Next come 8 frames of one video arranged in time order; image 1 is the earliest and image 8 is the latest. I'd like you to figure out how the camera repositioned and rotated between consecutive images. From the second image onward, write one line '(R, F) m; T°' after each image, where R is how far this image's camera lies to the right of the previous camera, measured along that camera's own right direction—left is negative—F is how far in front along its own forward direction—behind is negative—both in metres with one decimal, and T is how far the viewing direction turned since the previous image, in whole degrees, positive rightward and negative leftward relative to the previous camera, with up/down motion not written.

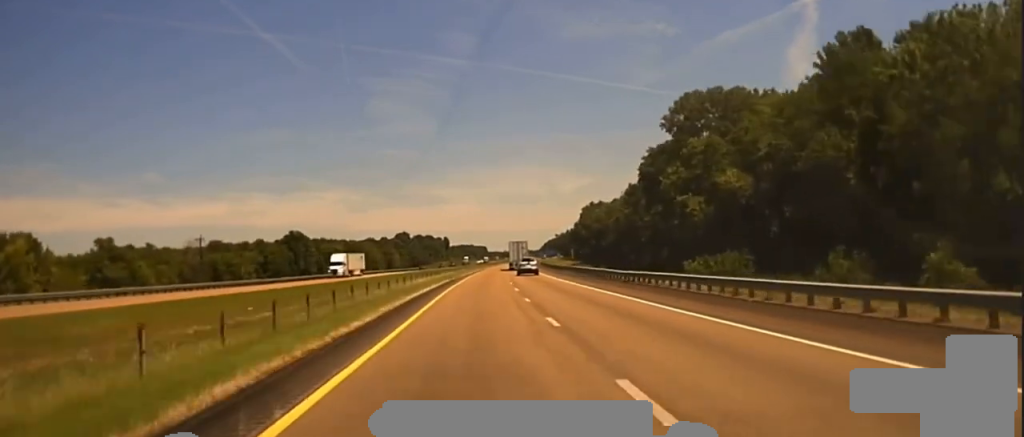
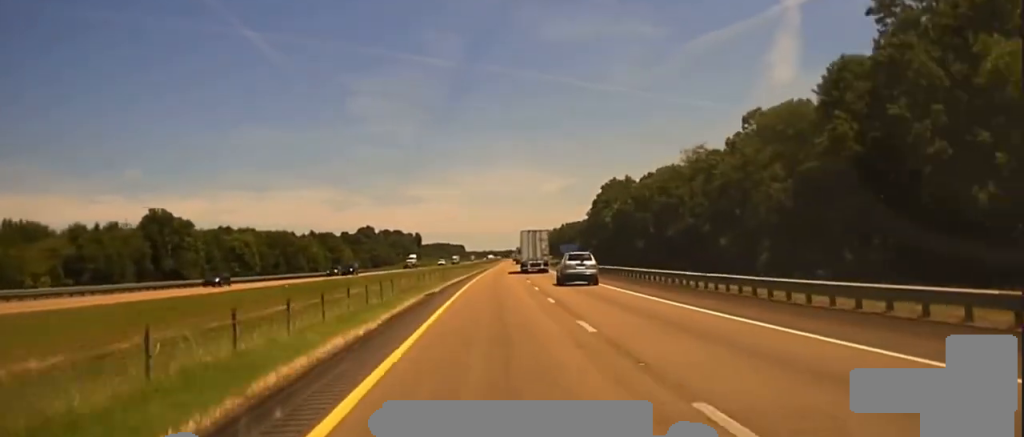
(+1.6, +113.3) m; +2°
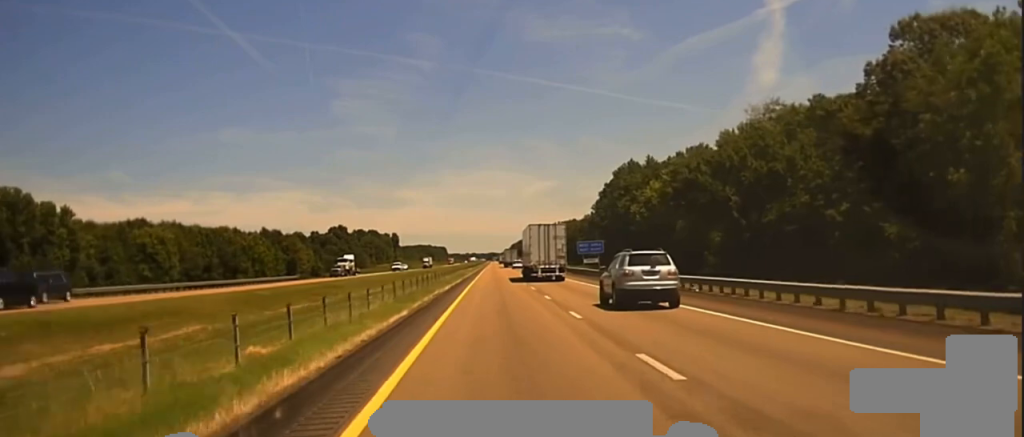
(+0.2, +52.7) m; +1°
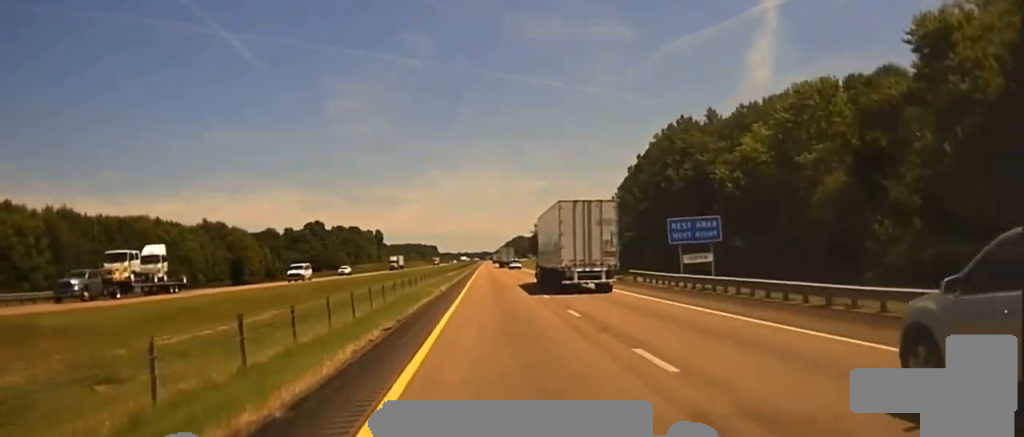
(+0.6, +53.0) m; +1°
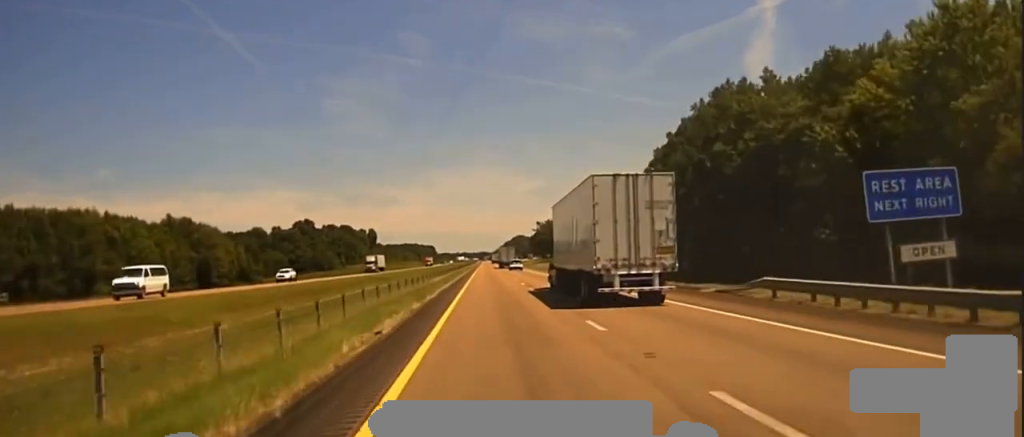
(+0.1, +25.8) m; 0°
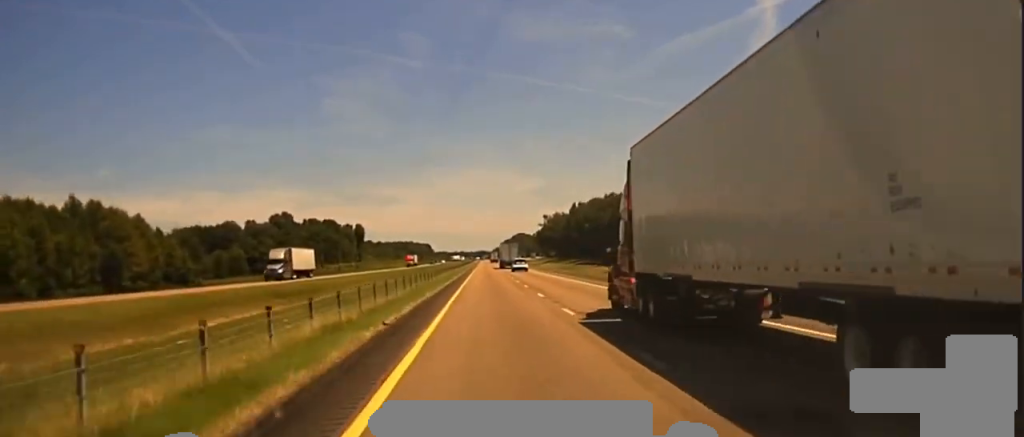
(-0.1, +55.1) m; 0°
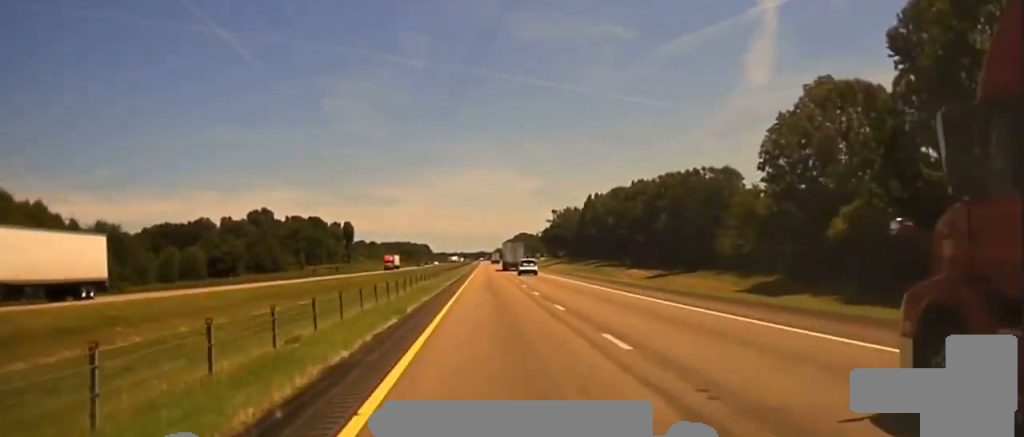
(-0.1, +51.9) m; 0°
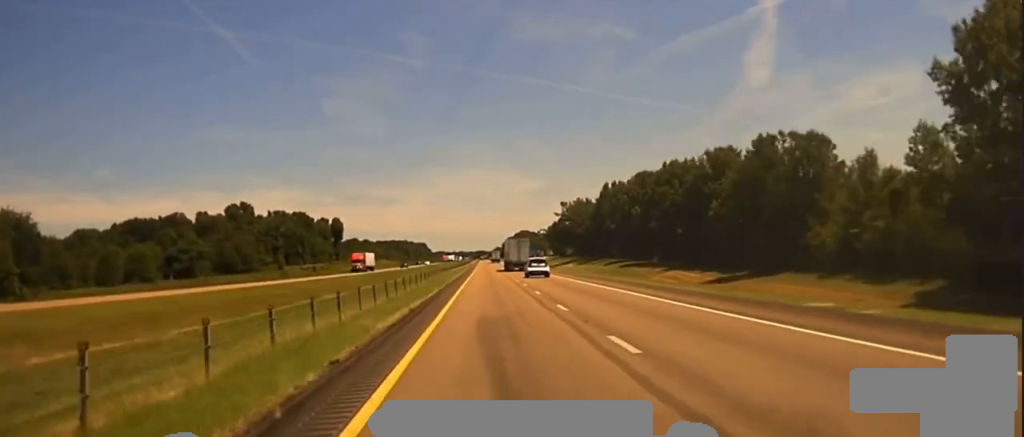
(0.0, +41.4) m; 0°
